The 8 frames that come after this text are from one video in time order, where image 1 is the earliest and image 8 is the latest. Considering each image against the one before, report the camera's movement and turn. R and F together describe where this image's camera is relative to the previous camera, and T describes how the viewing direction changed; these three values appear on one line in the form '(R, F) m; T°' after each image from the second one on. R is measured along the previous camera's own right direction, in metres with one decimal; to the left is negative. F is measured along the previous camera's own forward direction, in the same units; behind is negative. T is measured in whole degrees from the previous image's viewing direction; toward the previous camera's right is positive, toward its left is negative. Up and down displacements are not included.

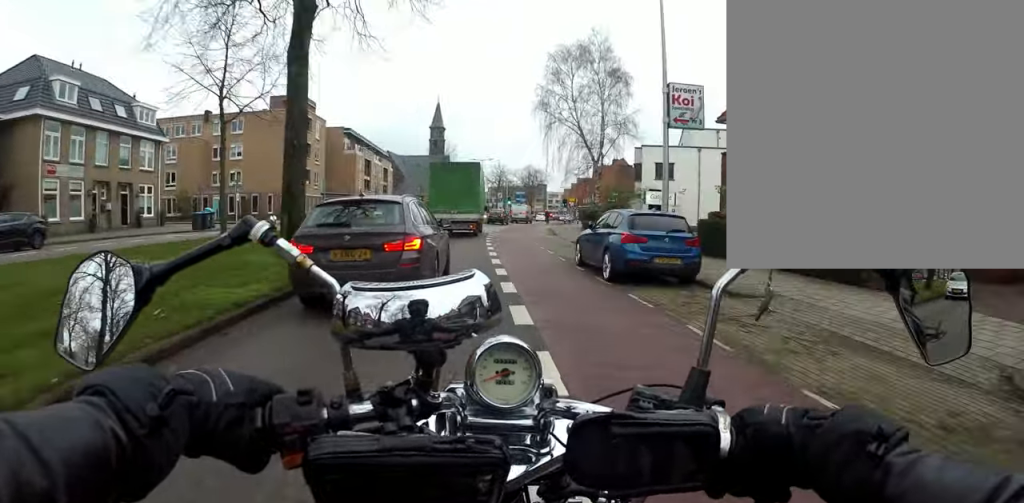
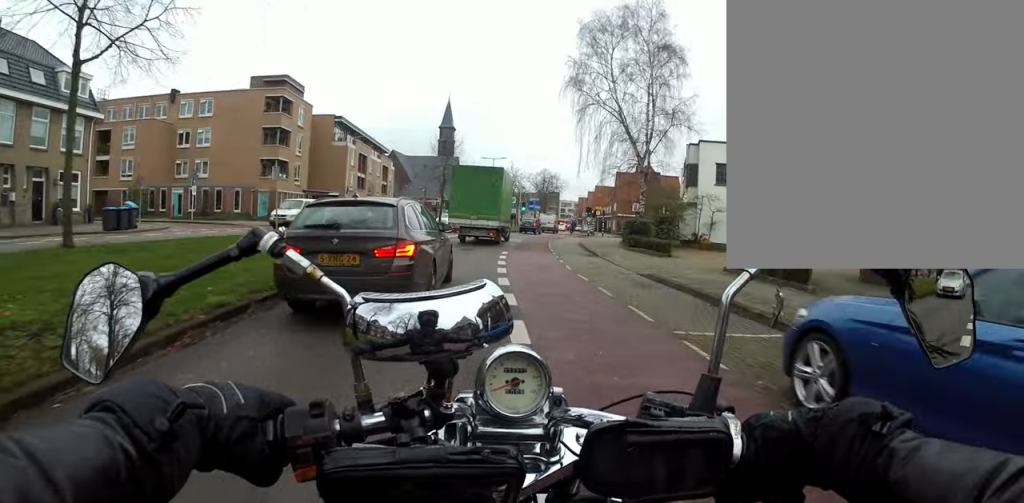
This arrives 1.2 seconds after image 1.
(-0.6, +8.5) m; -5°
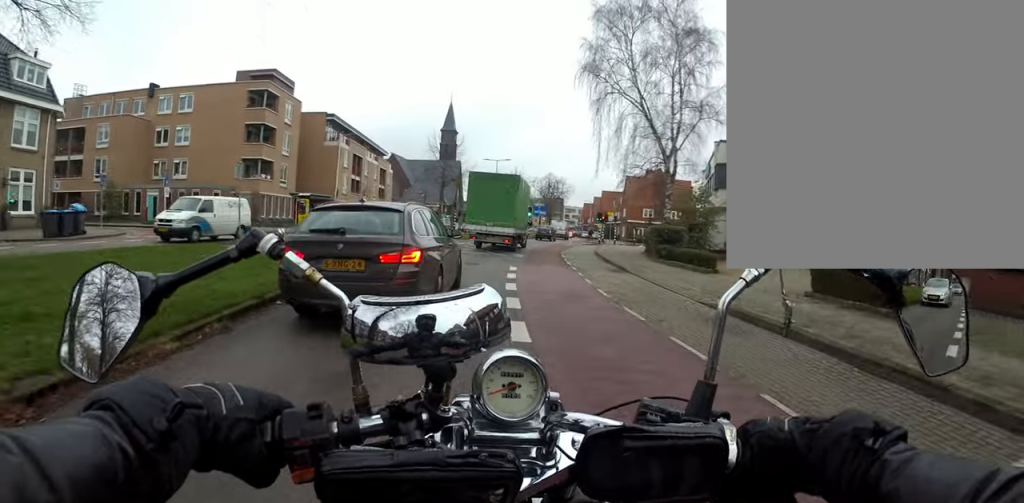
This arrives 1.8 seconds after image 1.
(0.0, +4.3) m; 0°
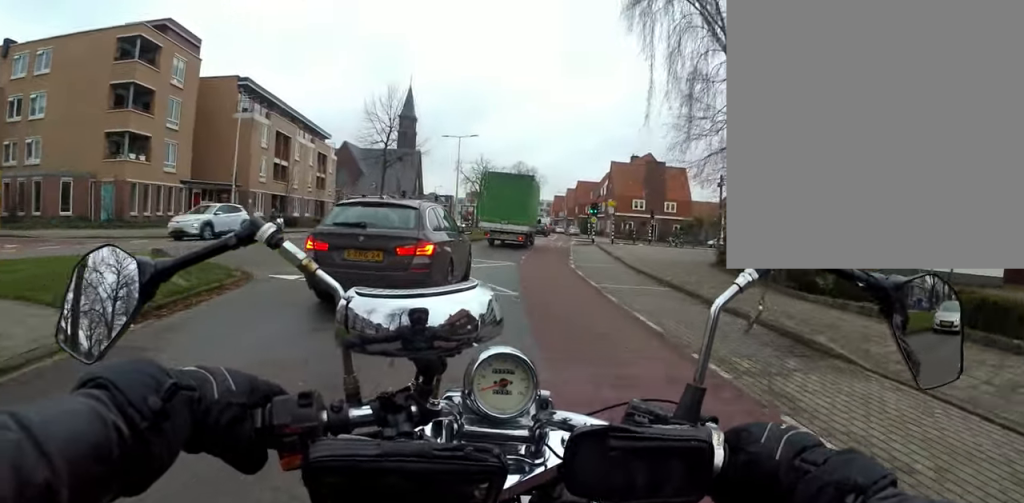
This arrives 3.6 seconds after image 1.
(+1.1, +12.8) m; +12°
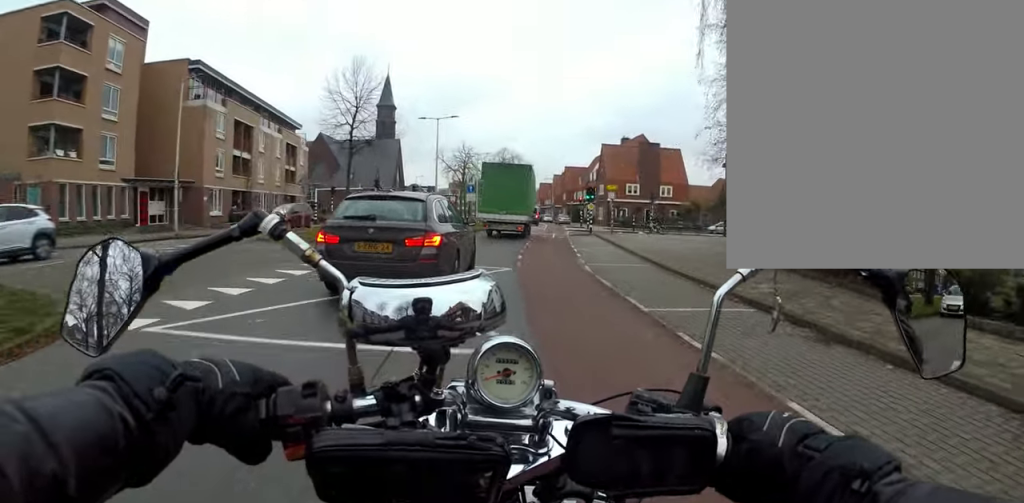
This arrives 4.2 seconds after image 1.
(+0.8, +4.3) m; -1°
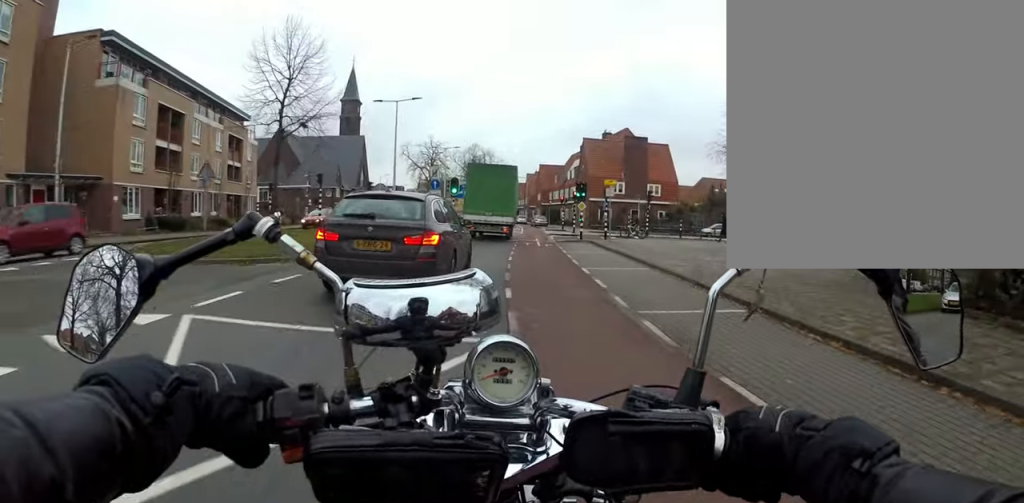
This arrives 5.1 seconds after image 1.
(-0.9, +5.9) m; +1°
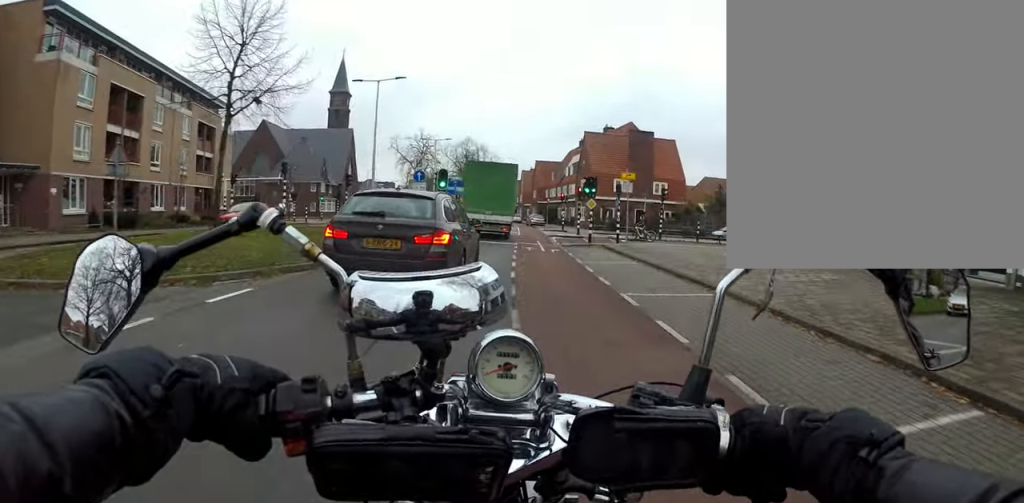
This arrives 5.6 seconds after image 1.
(+0.2, +3.9) m; +5°
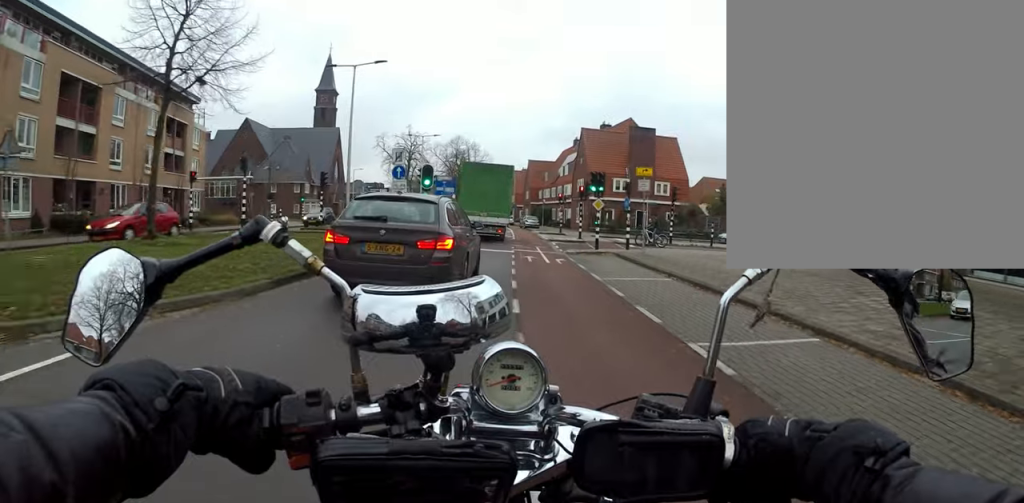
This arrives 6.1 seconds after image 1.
(+0.5, +3.0) m; +6°
